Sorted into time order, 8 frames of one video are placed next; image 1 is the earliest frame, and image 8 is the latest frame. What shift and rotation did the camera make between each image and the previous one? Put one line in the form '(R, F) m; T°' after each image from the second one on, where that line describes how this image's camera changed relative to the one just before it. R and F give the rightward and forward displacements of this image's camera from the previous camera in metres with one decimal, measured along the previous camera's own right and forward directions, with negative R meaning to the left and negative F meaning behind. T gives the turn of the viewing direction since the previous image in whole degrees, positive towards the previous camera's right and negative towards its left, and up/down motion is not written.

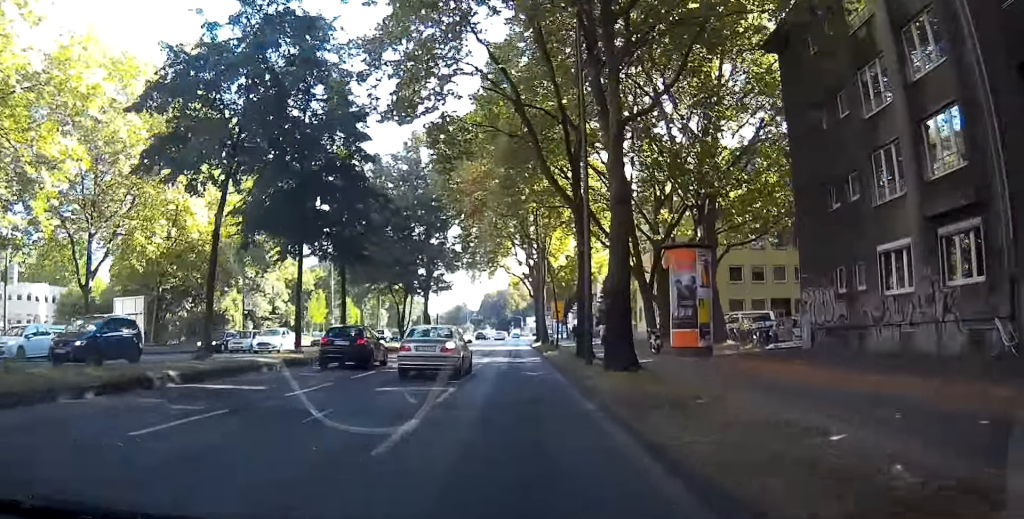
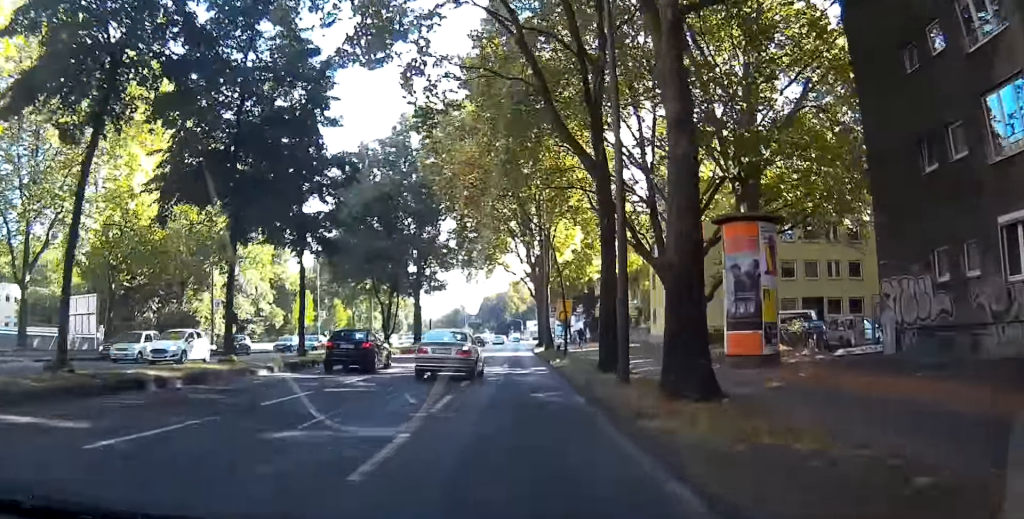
(0.0, +7.5) m; 0°
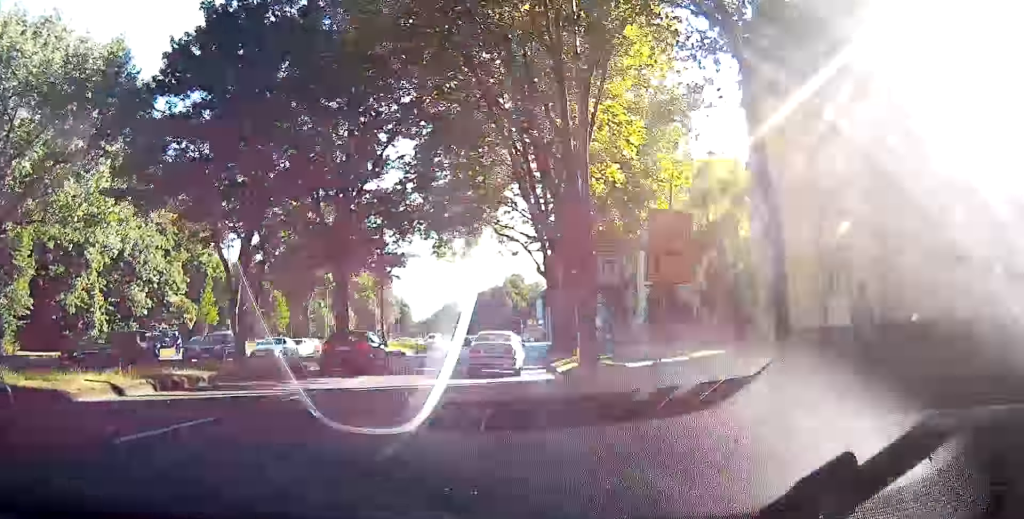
(0.0, +29.0) m; -1°
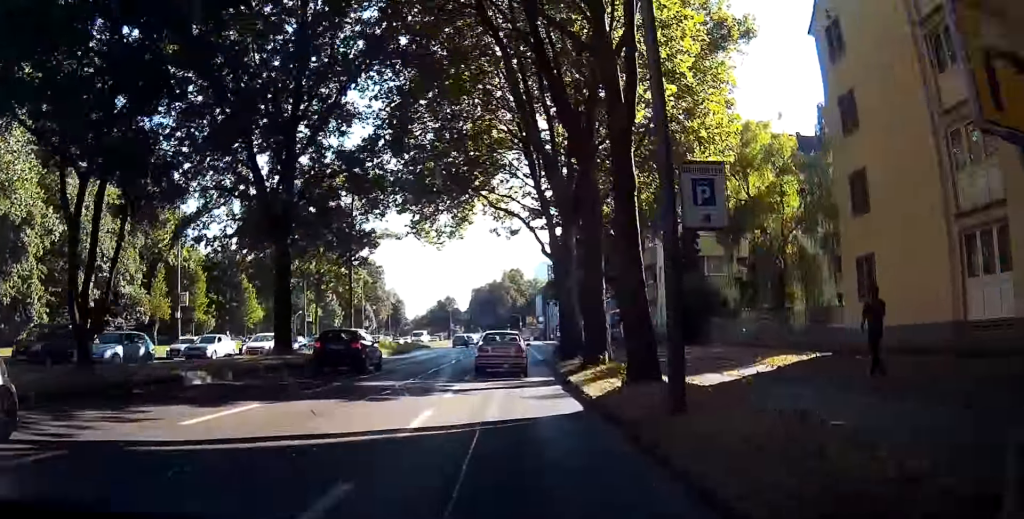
(-0.1, +9.8) m; 0°
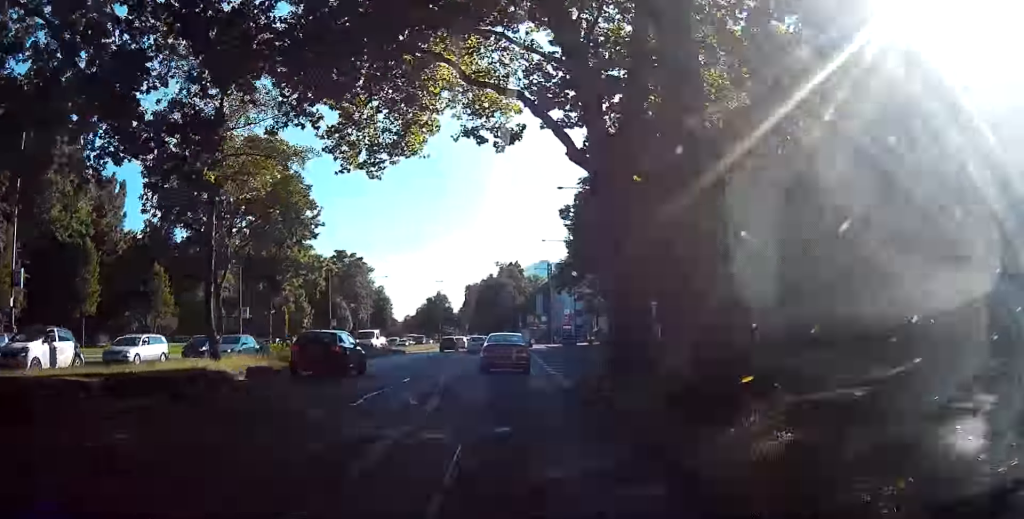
(+0.3, +20.3) m; +1°
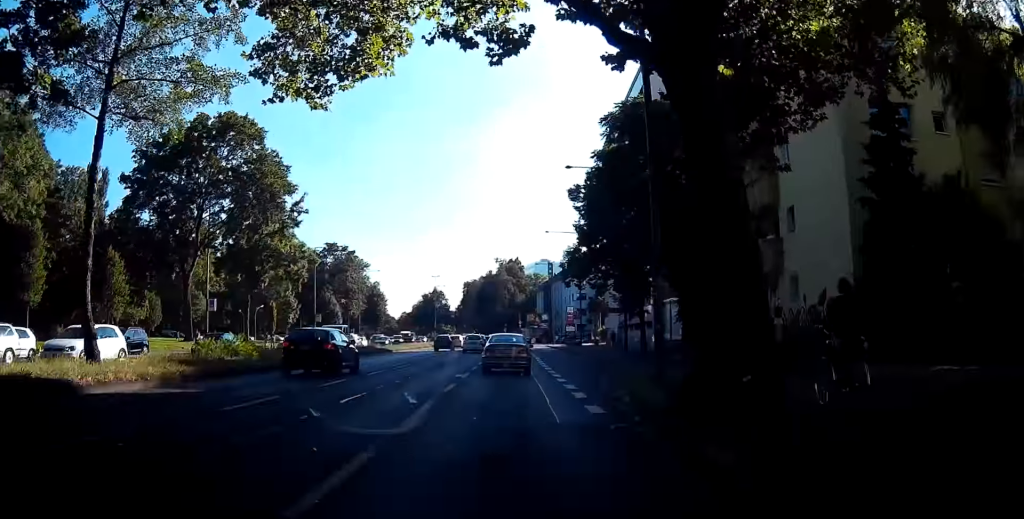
(0.0, +7.4) m; 0°
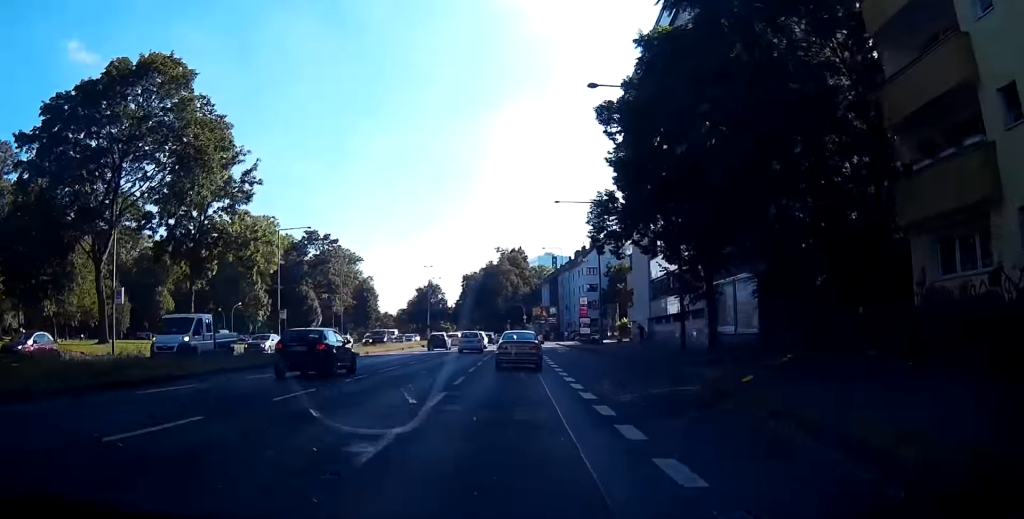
(0.0, +15.5) m; -1°
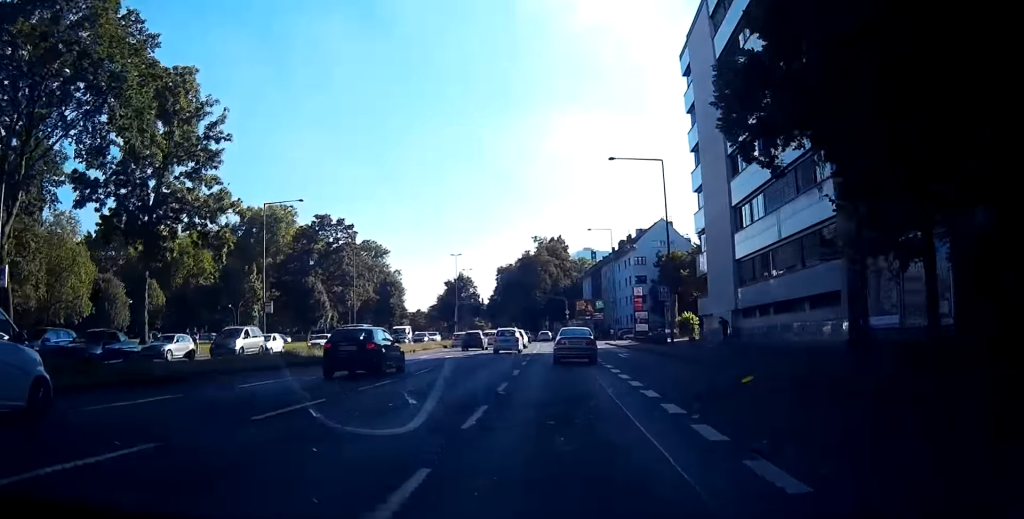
(-0.1, +14.9) m; +1°
